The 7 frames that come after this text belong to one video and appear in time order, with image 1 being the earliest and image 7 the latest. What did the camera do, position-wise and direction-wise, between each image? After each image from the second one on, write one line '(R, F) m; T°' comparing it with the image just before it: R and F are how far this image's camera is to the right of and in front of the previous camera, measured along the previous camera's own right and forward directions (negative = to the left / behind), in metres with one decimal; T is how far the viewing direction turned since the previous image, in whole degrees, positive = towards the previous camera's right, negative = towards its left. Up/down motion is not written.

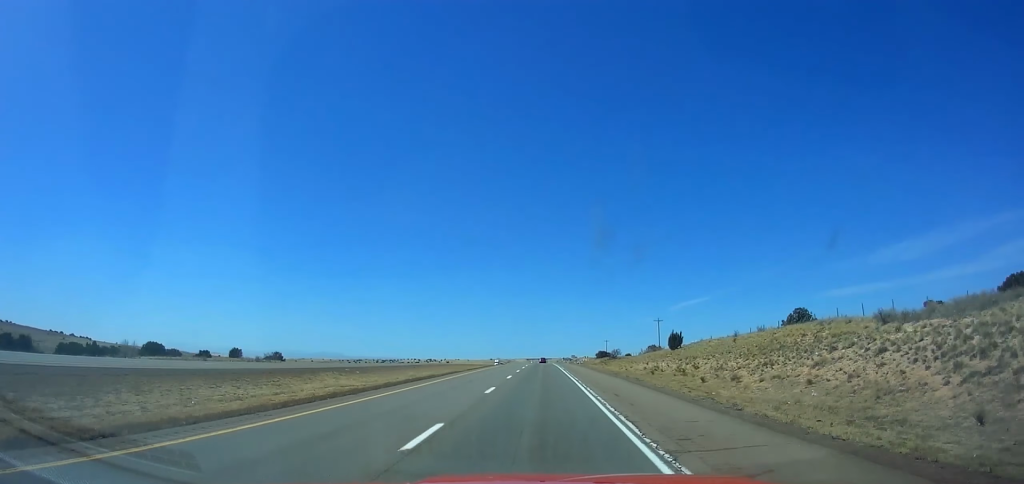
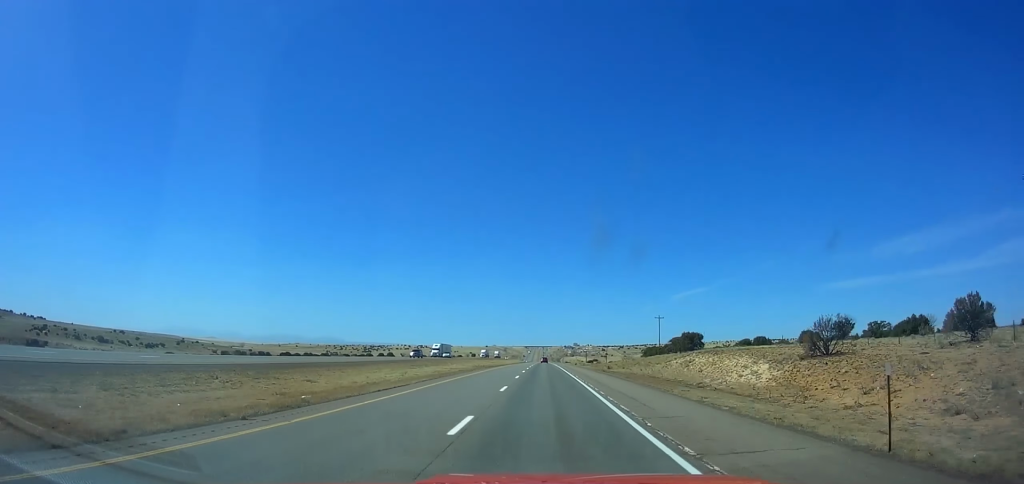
(+0.3, +143.6) m; 0°
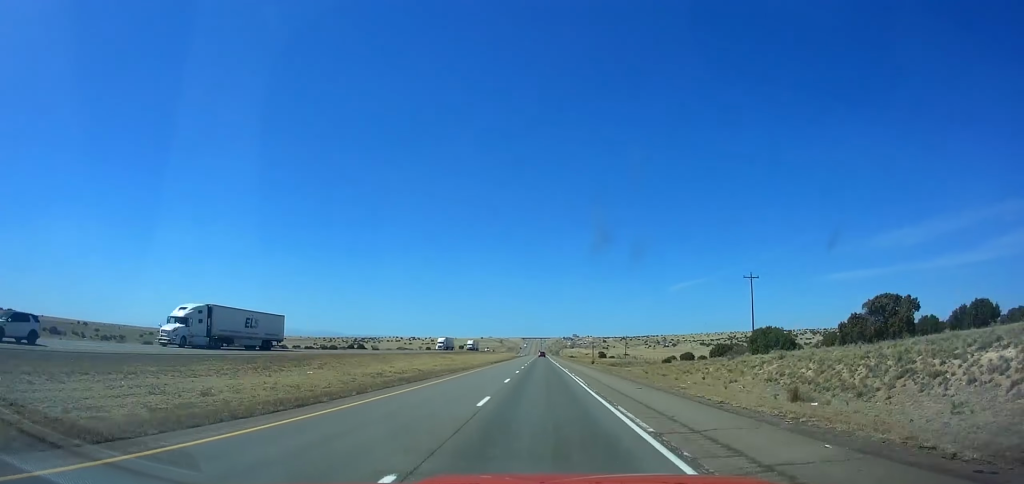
(-0.6, +64.9) m; 0°
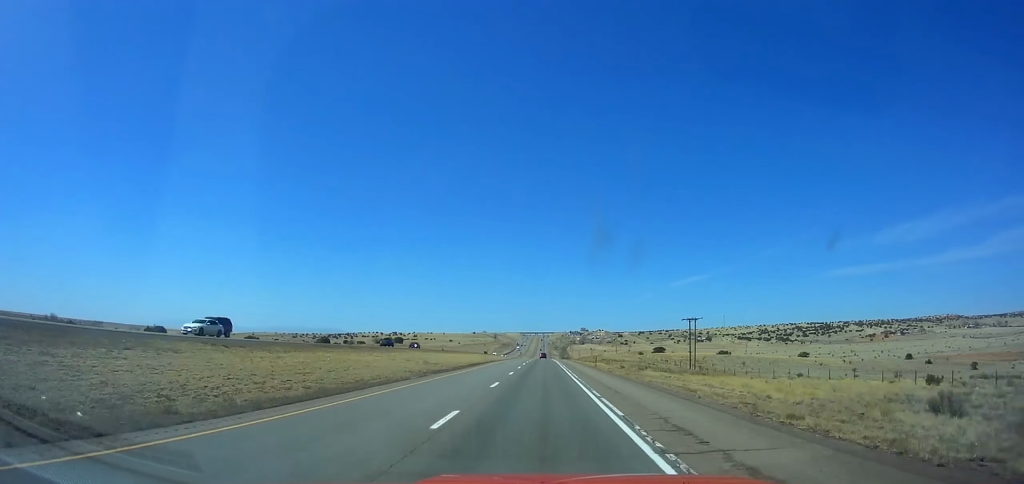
(0.0, +208.8) m; 0°
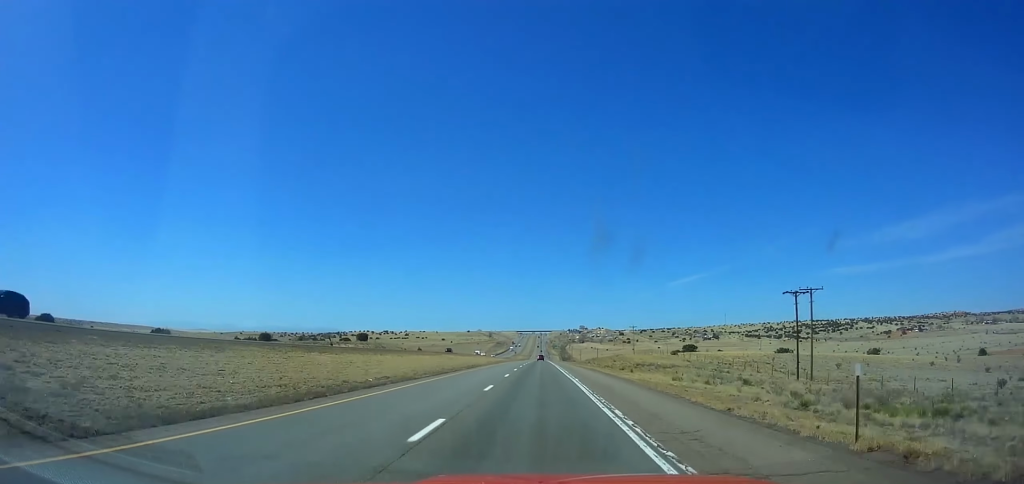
(0.0, +50.4) m; 0°
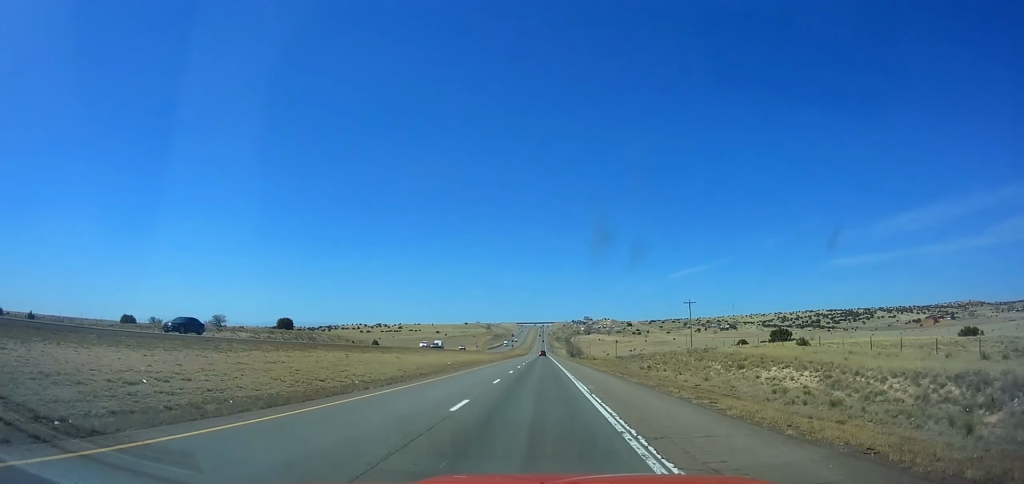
(+0.6, +68.4) m; 0°
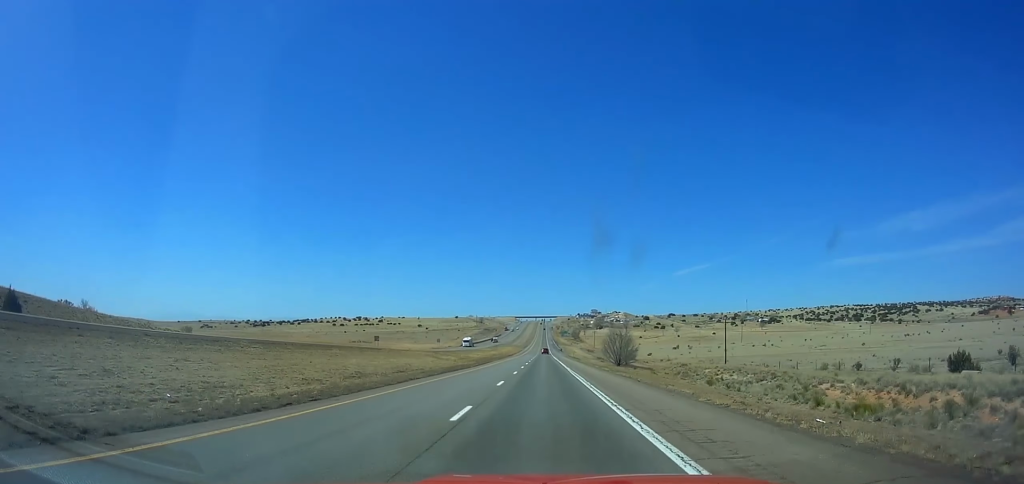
(-0.7, +136.8) m; 0°
